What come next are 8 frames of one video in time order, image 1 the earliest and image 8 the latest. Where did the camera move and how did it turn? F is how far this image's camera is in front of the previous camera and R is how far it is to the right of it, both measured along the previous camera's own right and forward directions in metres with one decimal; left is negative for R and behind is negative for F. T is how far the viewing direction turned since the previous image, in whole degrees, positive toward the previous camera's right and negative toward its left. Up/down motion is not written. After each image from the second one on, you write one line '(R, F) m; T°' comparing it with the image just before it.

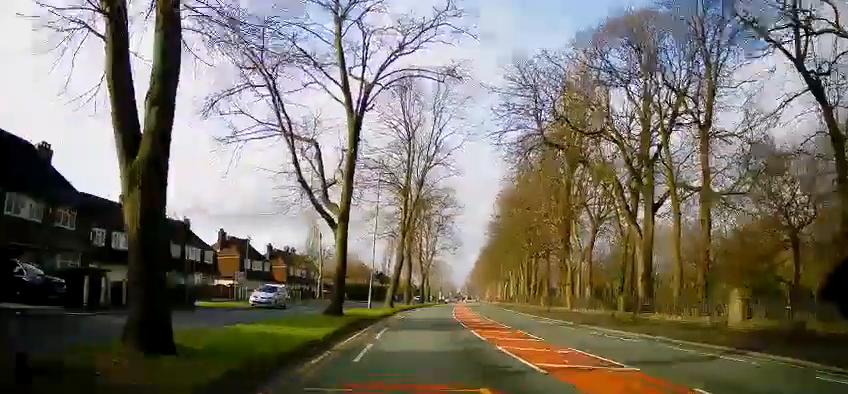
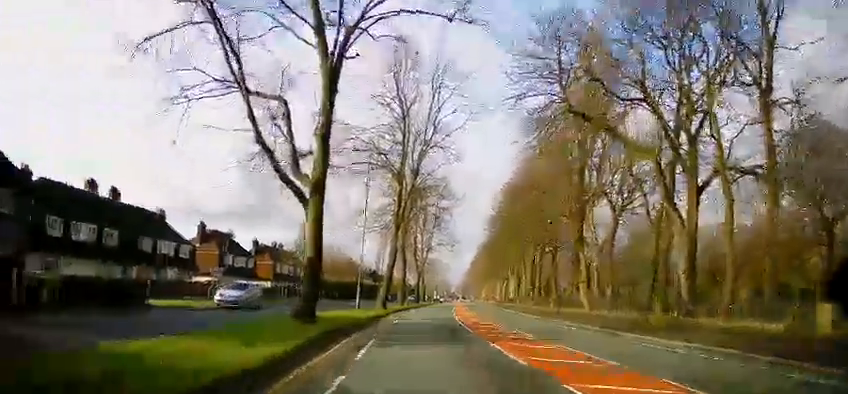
(0.0, +5.0) m; 0°
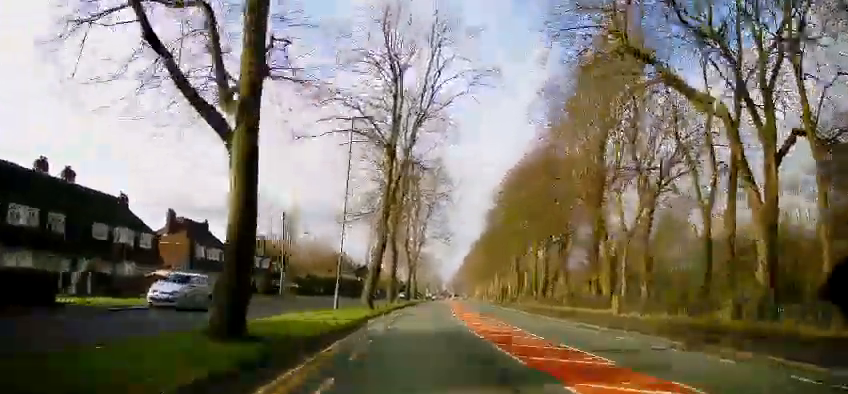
(0.0, +6.3) m; +1°
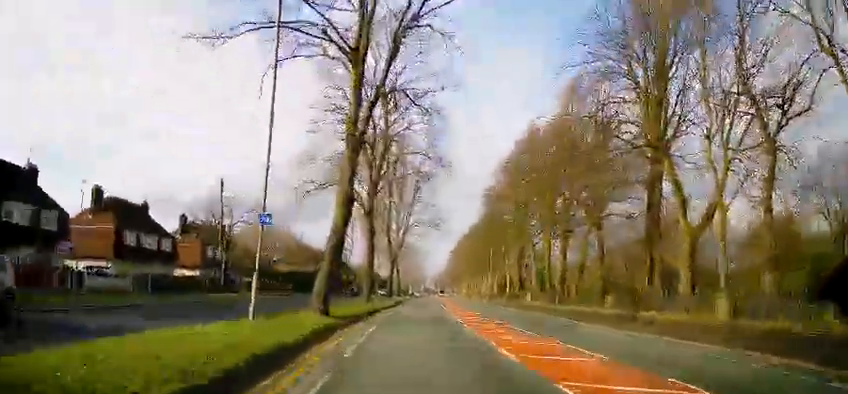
(+0.2, +11.9) m; +3°
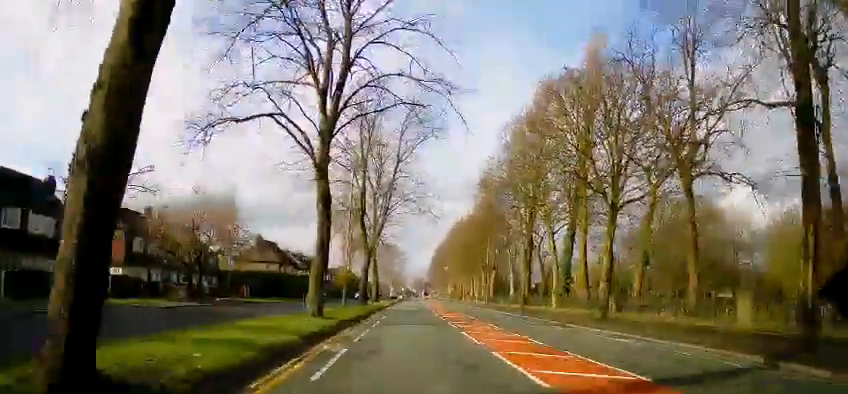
(+0.4, +14.0) m; +1°
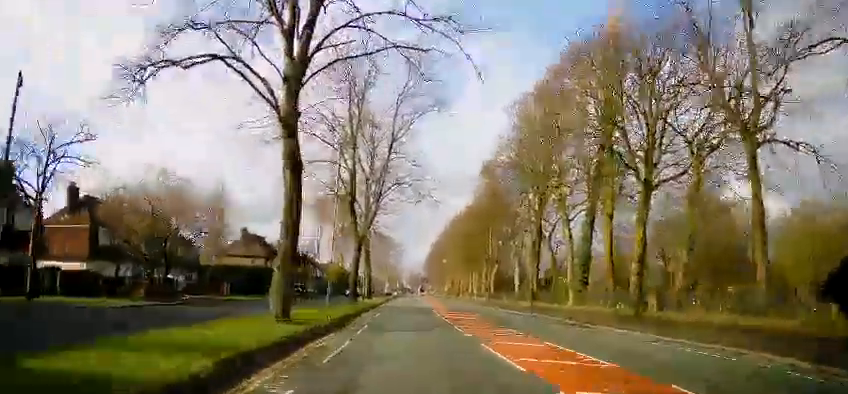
(0.0, +5.3) m; 0°
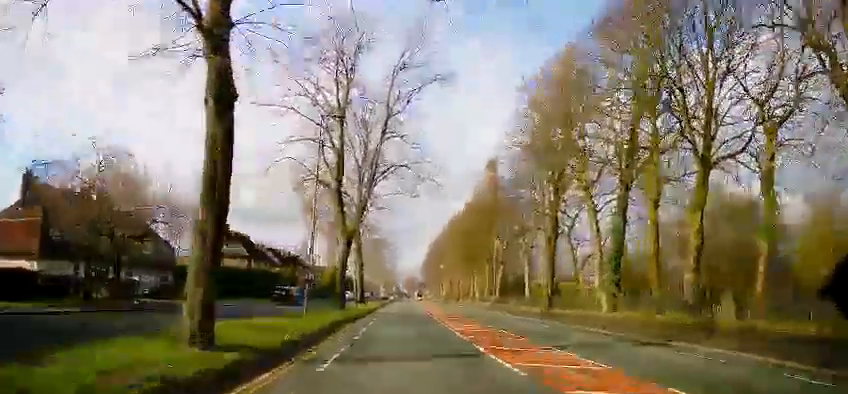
(0.0, +6.1) m; 0°
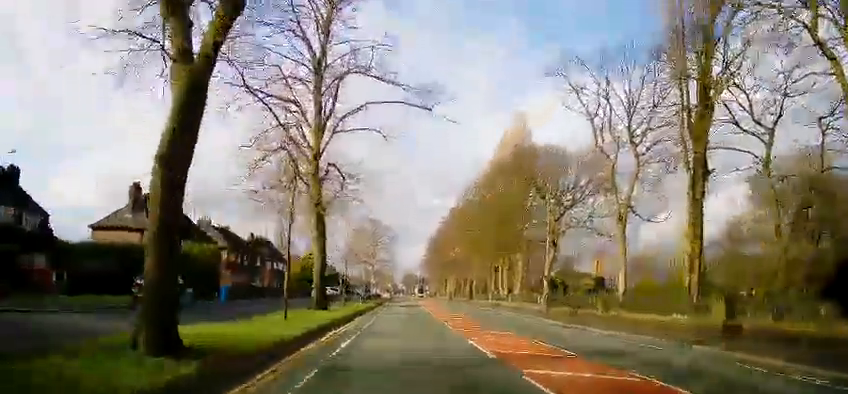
(+0.1, +22.4) m; +1°
